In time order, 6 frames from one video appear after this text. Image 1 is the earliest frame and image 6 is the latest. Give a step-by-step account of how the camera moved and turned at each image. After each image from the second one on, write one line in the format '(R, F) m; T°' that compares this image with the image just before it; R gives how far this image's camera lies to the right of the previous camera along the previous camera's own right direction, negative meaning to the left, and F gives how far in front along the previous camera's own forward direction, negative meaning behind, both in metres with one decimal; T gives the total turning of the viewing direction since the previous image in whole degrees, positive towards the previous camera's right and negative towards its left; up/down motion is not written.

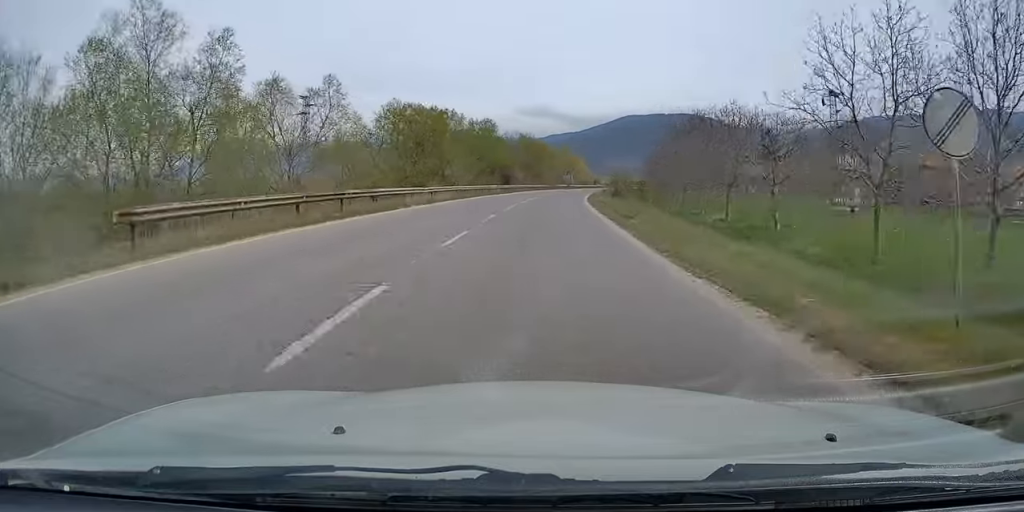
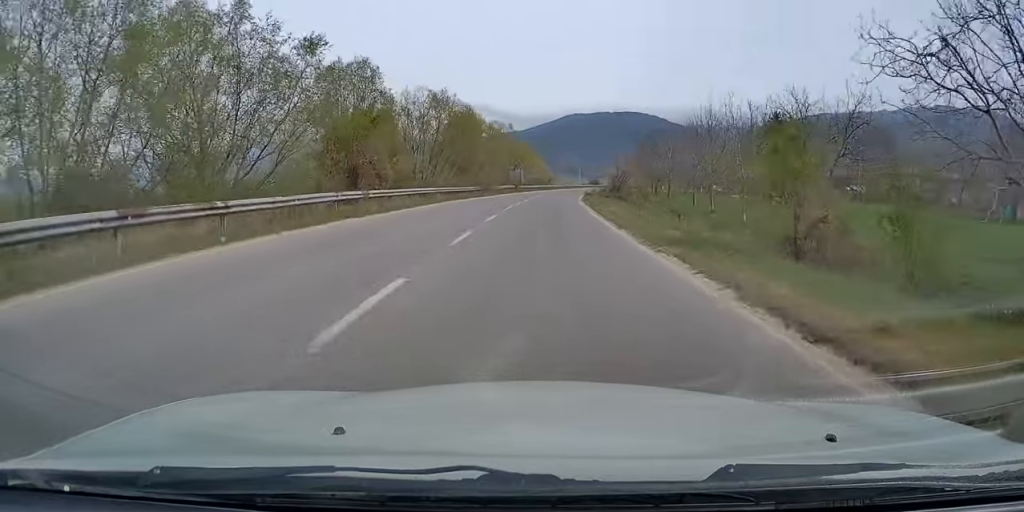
(+2.5, +53.3) m; +5°
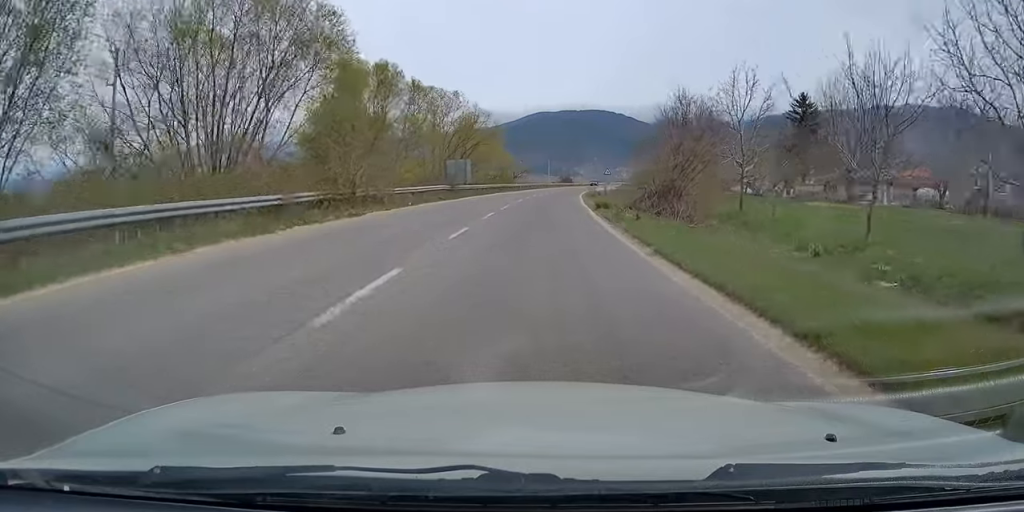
(+1.0, +37.9) m; +3°
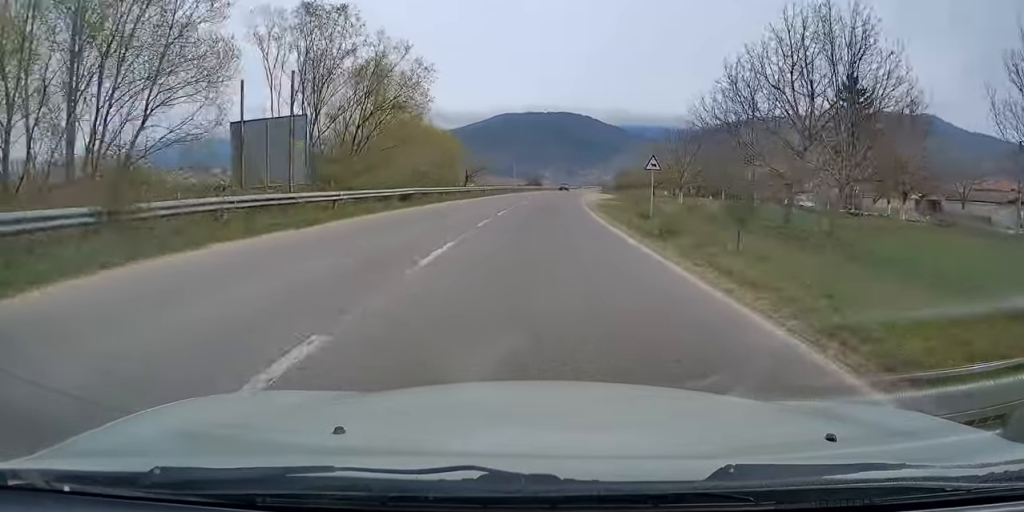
(+1.1, +34.9) m; +3°
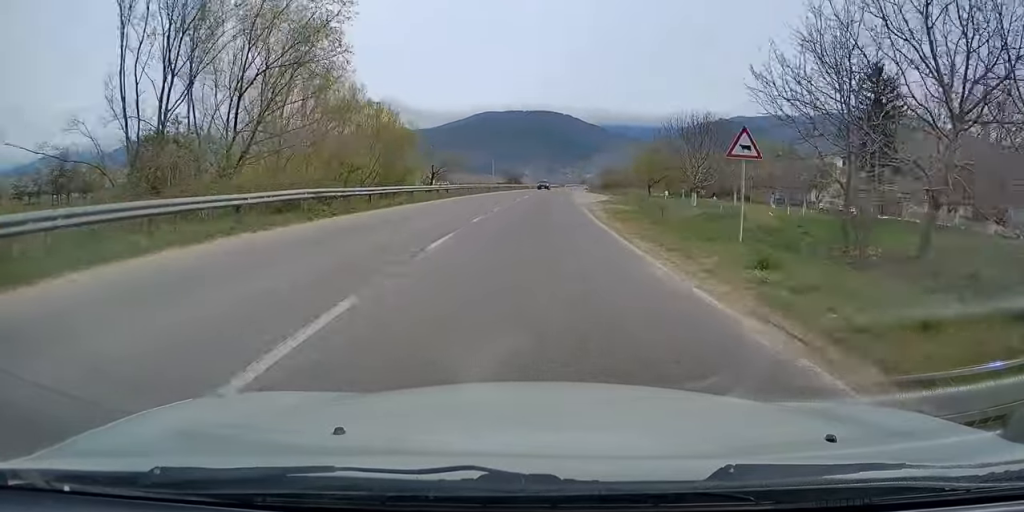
(+0.1, +13.9) m; +1°
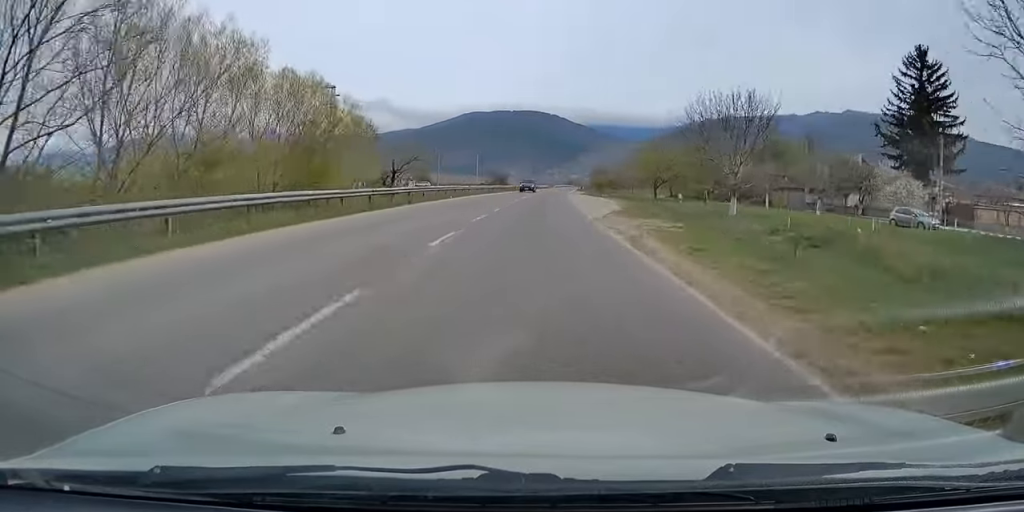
(+0.1, +14.8) m; +1°
